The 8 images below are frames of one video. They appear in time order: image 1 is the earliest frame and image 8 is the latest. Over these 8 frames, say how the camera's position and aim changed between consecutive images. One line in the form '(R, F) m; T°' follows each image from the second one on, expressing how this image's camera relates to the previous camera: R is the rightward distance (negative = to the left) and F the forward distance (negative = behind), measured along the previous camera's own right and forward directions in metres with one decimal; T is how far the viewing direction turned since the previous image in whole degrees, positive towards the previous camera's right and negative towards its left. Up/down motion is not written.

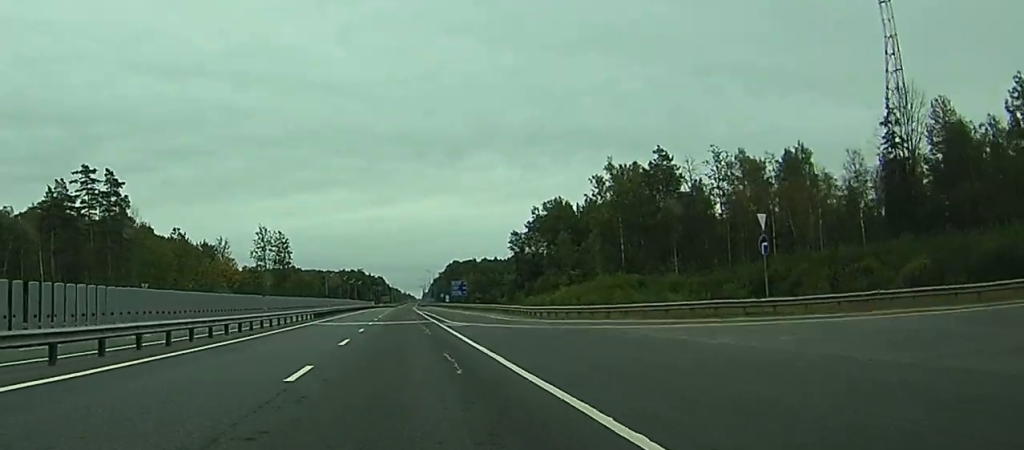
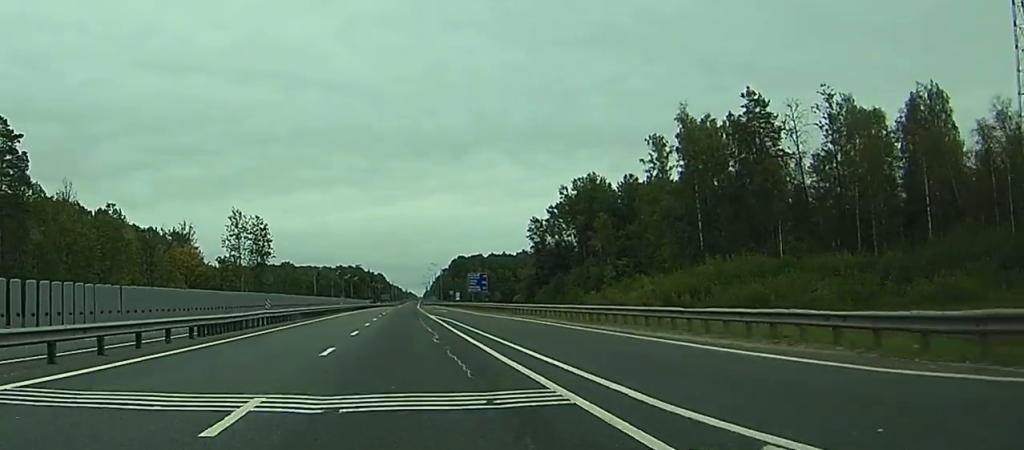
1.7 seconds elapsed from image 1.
(-8.8, +43.6) m; -5°
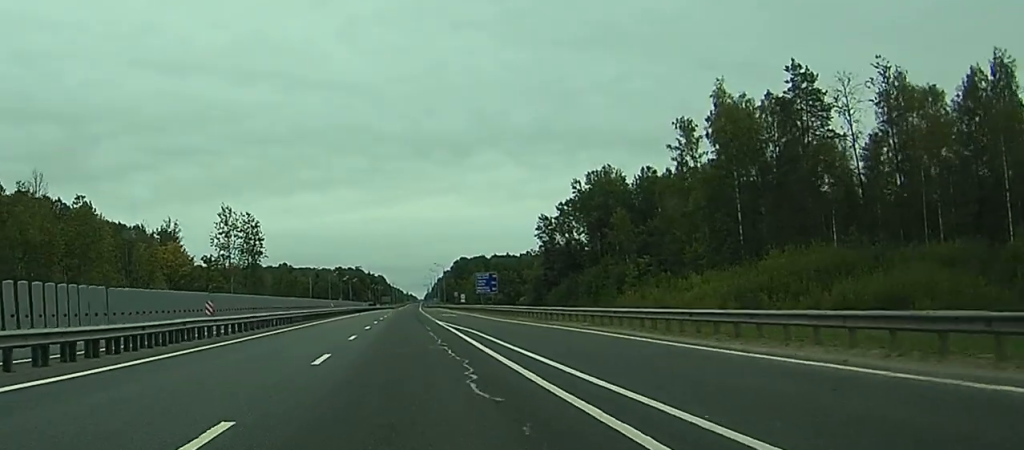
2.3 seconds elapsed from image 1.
(+0.6, +14.8) m; +2°
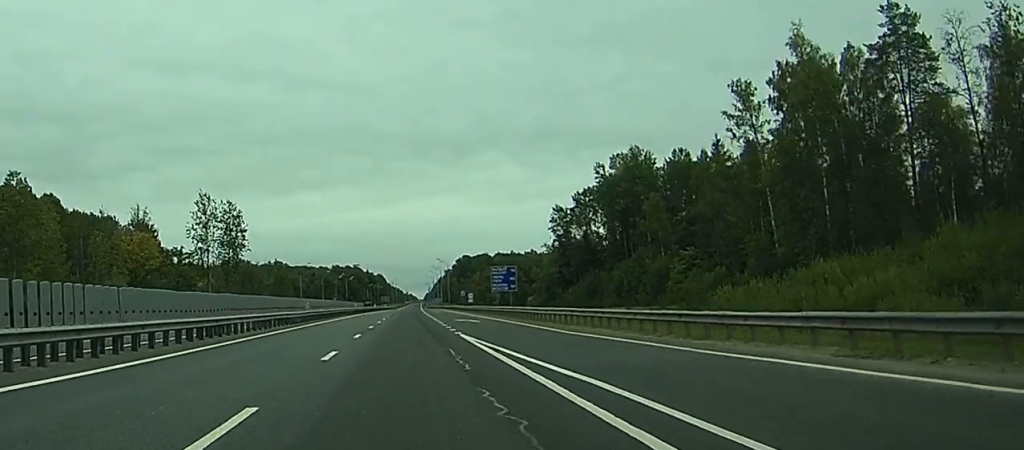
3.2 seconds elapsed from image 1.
(+0.1, +23.3) m; 0°
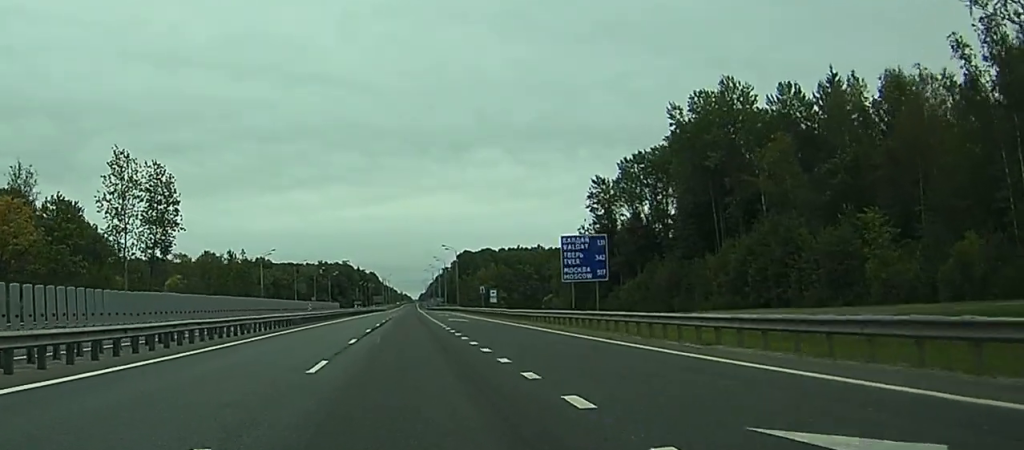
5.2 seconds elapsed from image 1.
(+0.2, +51.4) m; +1°
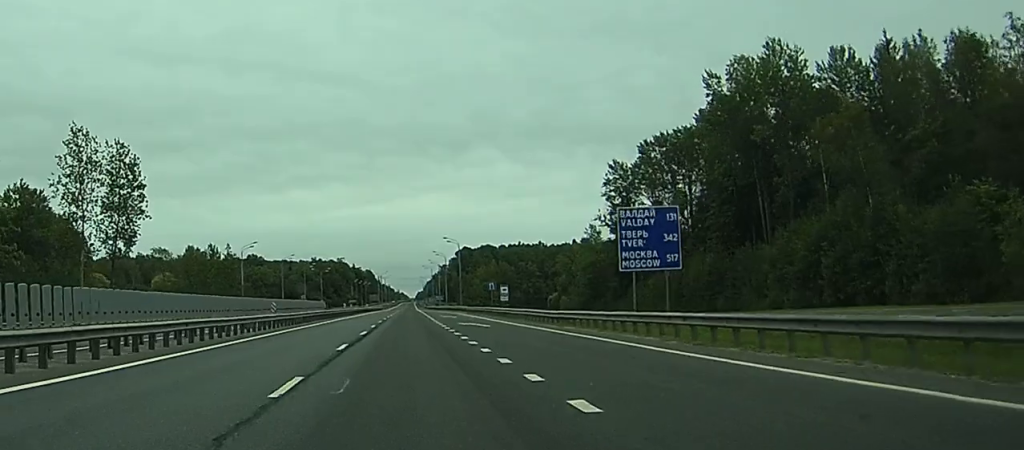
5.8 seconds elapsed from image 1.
(+0.1, +16.3) m; 0°
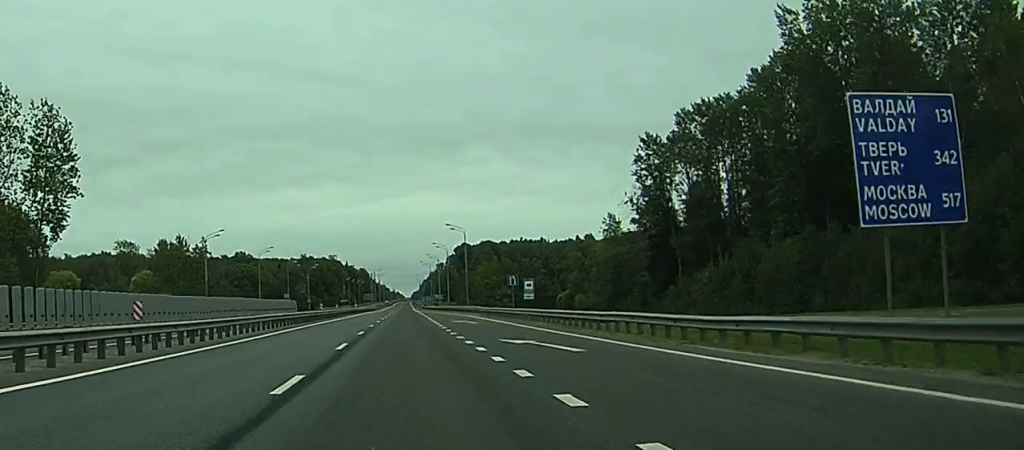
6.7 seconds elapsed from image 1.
(0.0, +23.3) m; 0°
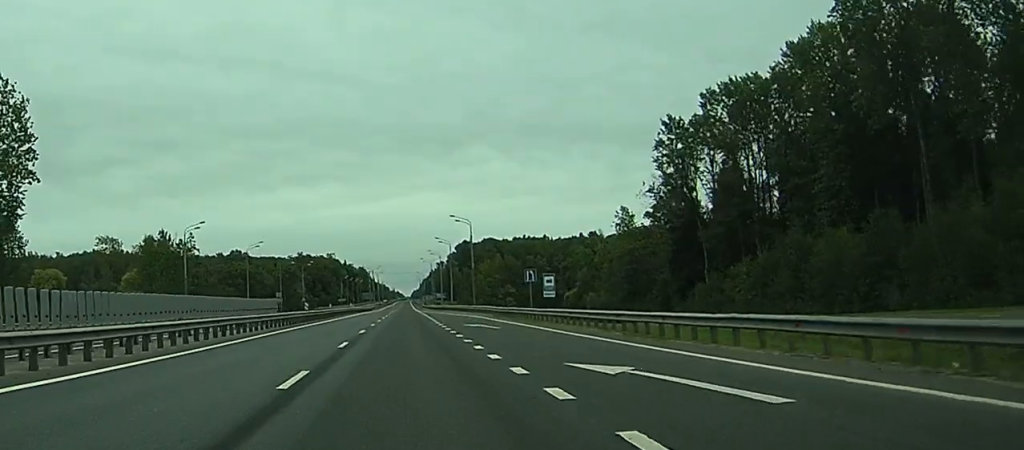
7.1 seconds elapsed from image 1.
(0.0, +11.3) m; 0°
